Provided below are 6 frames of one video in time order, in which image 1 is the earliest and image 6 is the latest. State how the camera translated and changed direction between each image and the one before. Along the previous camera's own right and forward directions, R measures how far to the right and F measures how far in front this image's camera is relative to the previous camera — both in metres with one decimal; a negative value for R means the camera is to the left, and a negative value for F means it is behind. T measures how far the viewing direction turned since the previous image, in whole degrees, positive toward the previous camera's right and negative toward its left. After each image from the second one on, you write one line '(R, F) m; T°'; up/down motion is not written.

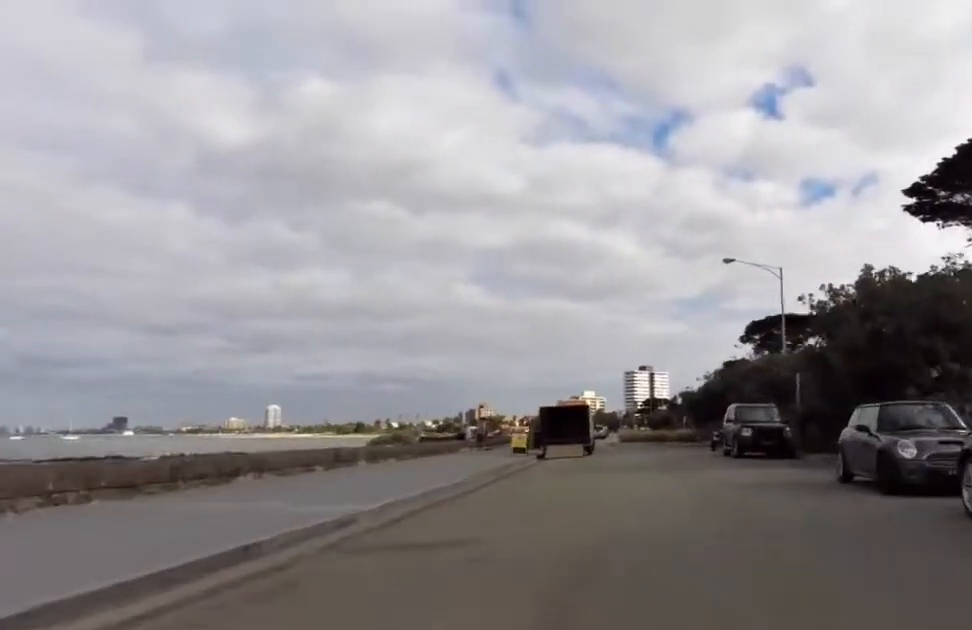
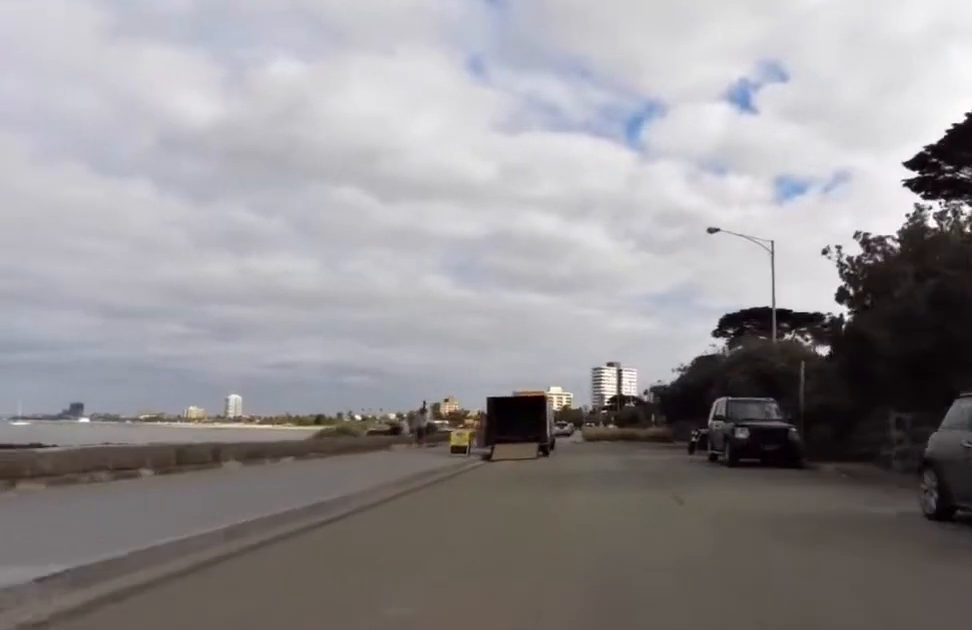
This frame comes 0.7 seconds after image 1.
(+0.6, +5.5) m; +1°
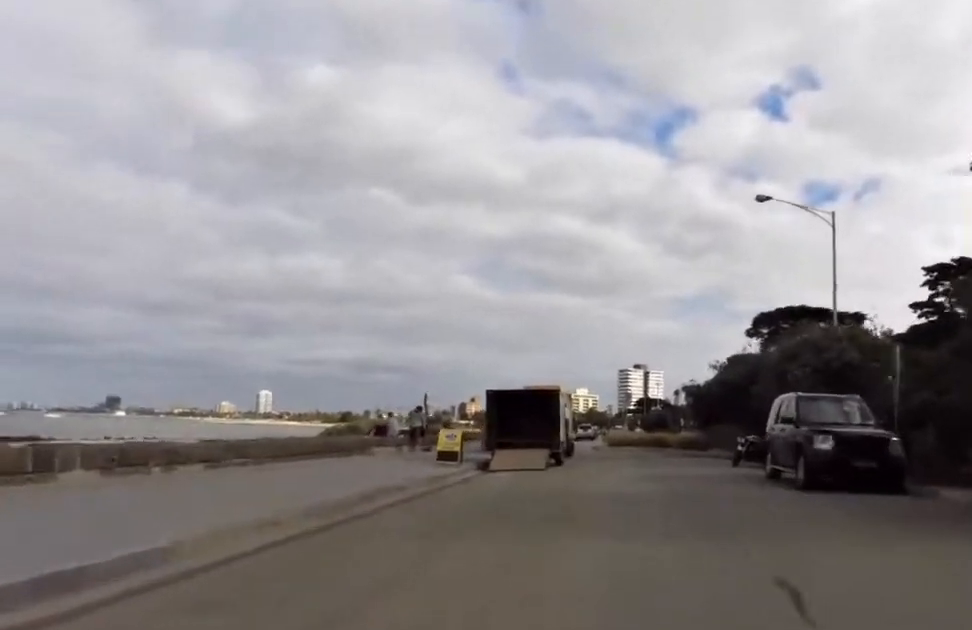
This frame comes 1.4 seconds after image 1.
(-0.2, +5.2) m; +5°
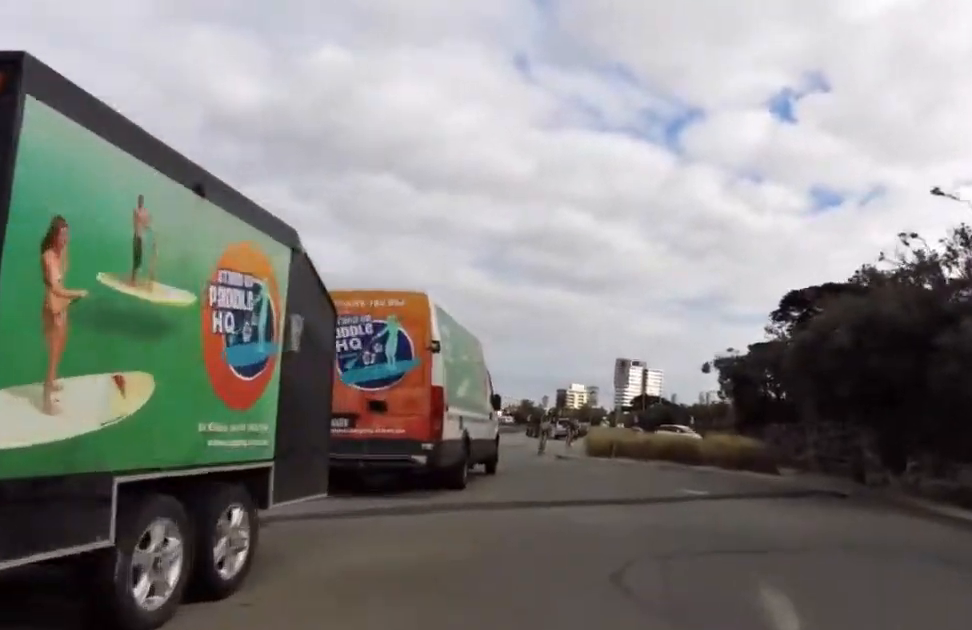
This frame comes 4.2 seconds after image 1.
(+0.8, +19.6) m; -5°
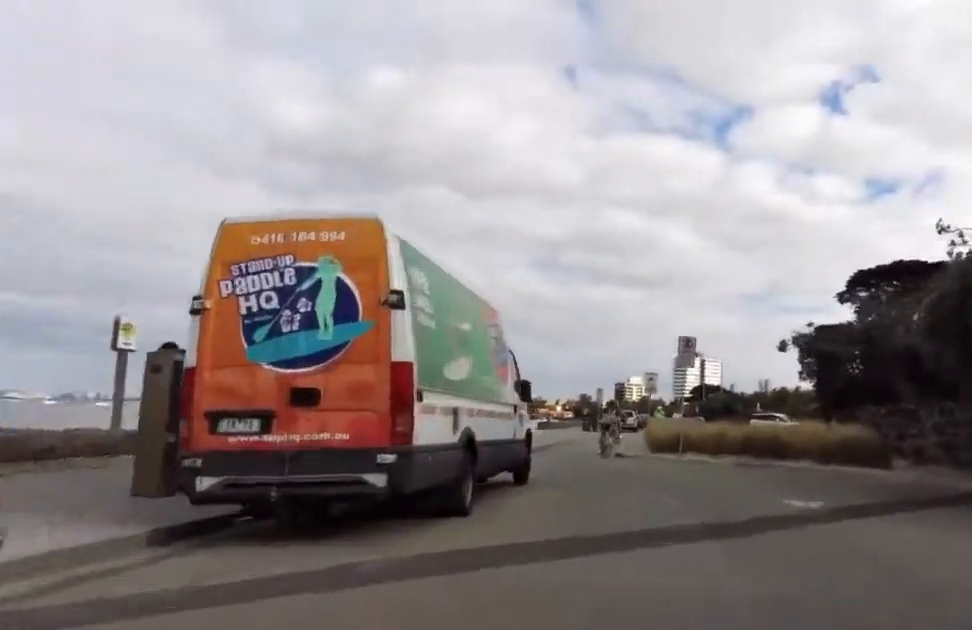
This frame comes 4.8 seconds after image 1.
(0.0, +4.1) m; -1°
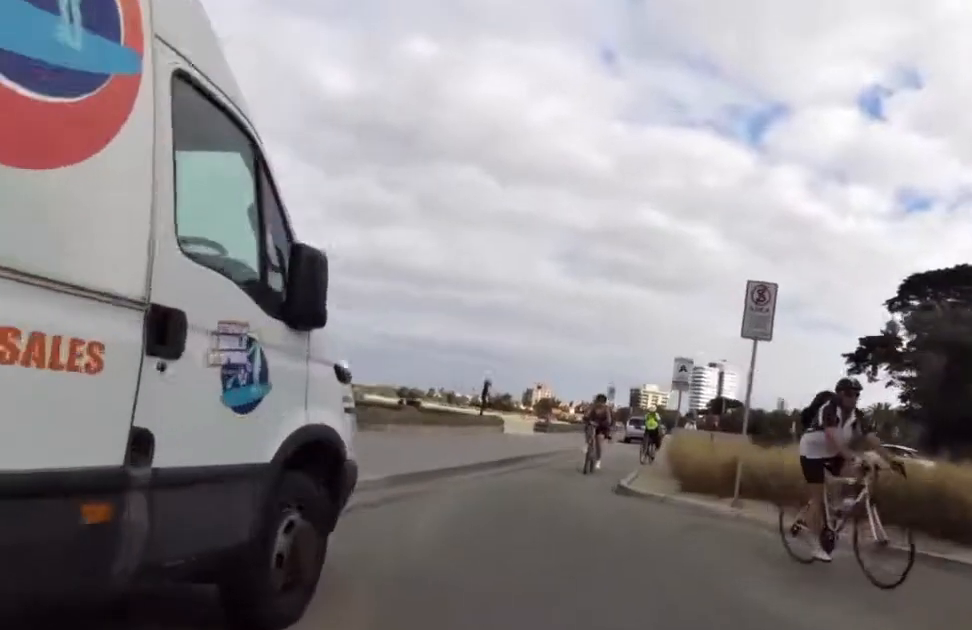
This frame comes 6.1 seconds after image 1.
(0.0, +8.5) m; -2°
